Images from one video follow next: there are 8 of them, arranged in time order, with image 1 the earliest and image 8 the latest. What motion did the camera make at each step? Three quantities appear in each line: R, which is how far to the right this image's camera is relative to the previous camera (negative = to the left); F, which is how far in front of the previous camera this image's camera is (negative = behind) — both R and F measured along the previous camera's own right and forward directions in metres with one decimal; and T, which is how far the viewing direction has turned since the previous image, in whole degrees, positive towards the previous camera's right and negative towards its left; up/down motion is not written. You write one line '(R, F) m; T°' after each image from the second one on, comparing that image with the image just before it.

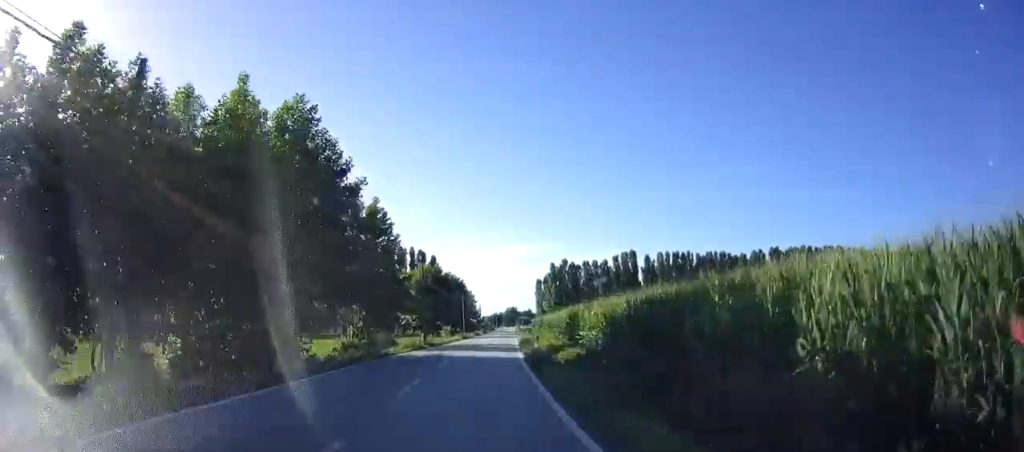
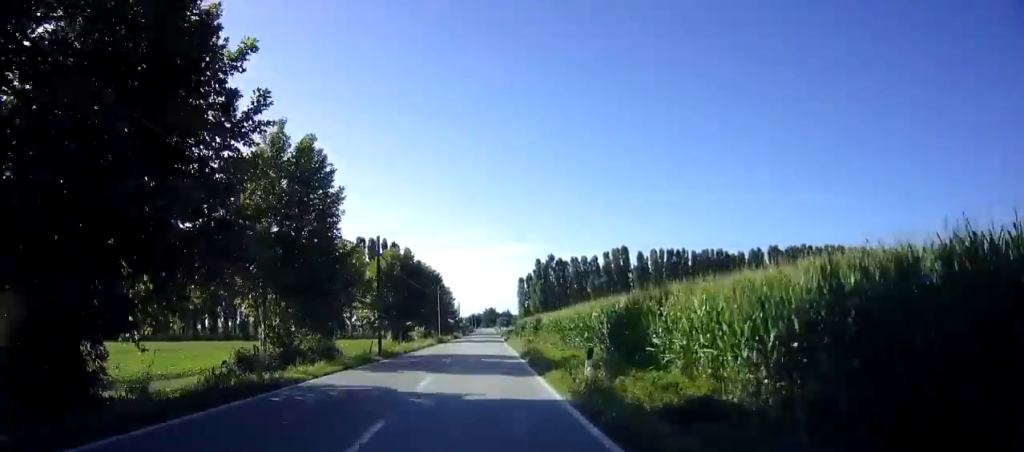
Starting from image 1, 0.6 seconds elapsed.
(+0.4, +12.9) m; +2°
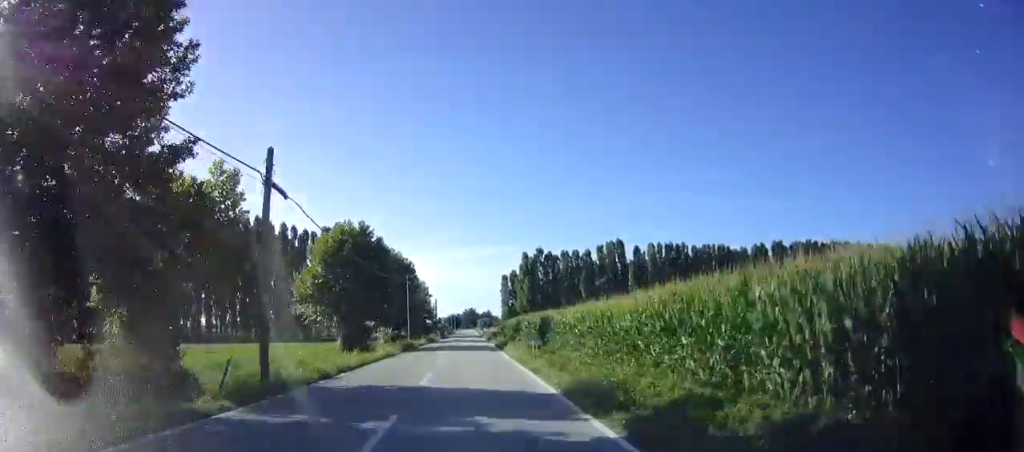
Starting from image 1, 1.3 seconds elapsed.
(+0.3, +15.0) m; +2°
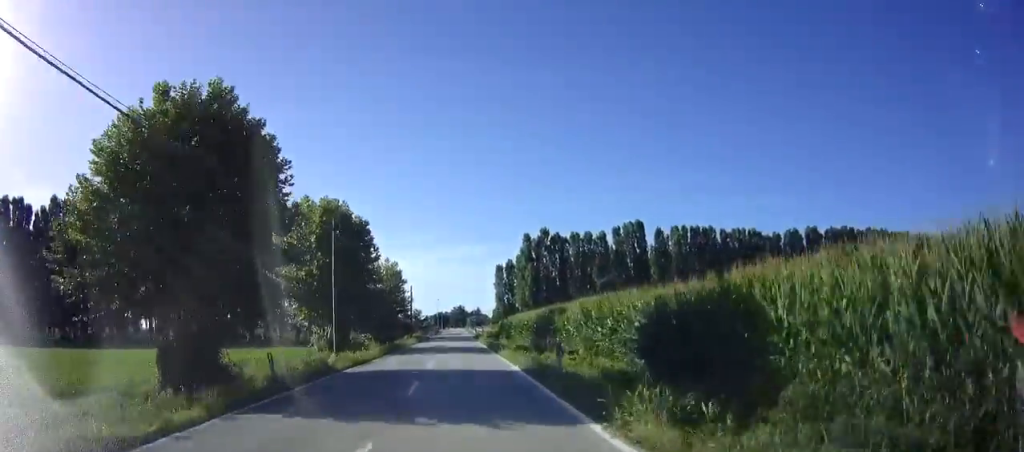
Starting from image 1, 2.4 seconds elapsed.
(+0.3, +23.6) m; 0°
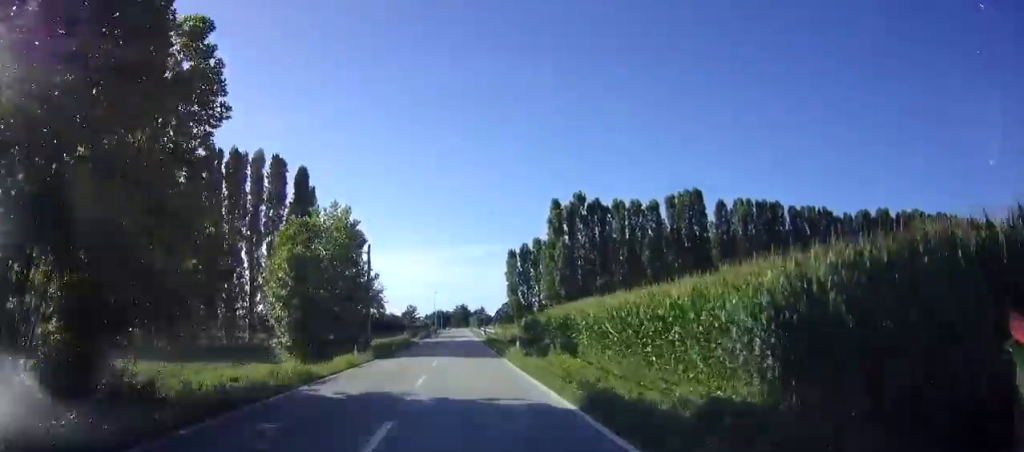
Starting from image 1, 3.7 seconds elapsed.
(-0.1, +27.6) m; 0°
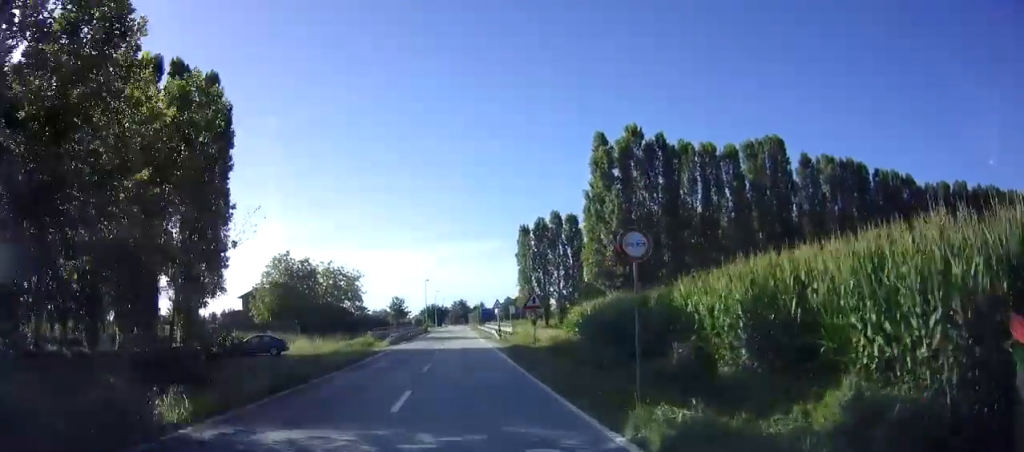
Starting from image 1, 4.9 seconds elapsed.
(+0.1, +26.0) m; 0°
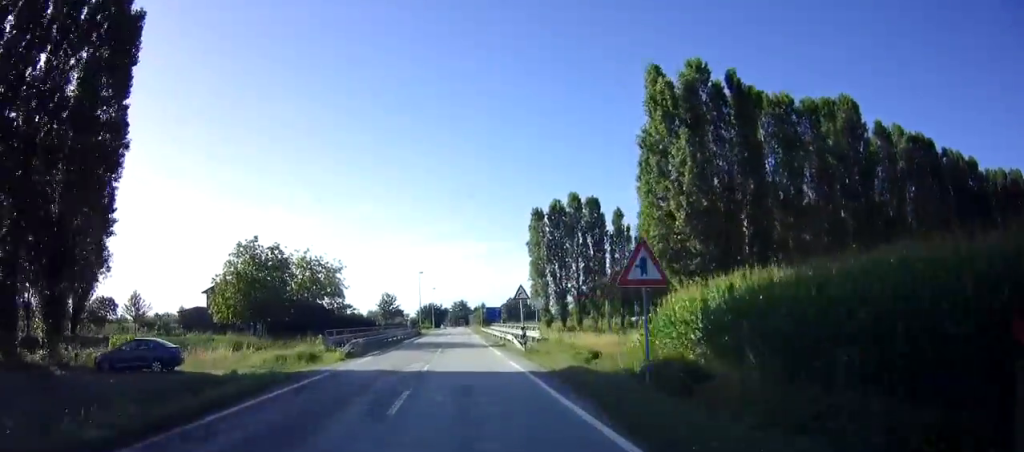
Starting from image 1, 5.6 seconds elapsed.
(0.0, +14.6) m; 0°
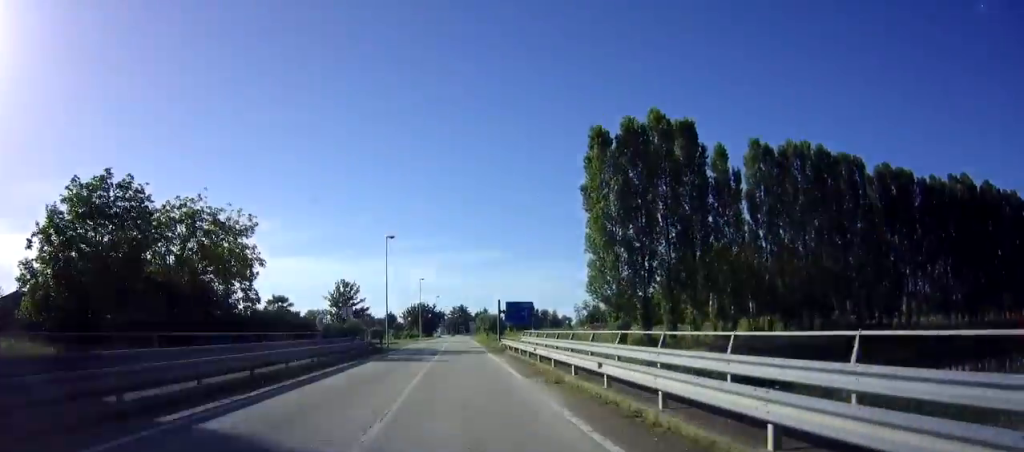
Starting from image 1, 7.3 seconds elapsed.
(0.0, +34.6) m; 0°
